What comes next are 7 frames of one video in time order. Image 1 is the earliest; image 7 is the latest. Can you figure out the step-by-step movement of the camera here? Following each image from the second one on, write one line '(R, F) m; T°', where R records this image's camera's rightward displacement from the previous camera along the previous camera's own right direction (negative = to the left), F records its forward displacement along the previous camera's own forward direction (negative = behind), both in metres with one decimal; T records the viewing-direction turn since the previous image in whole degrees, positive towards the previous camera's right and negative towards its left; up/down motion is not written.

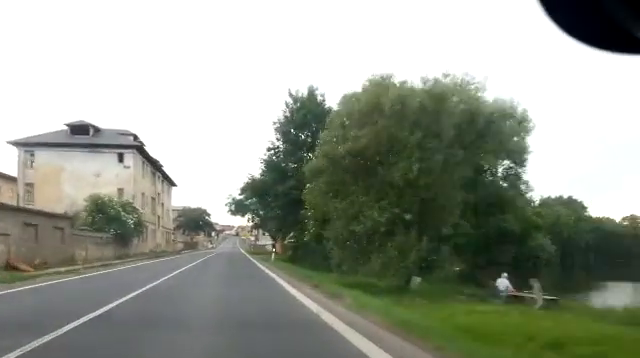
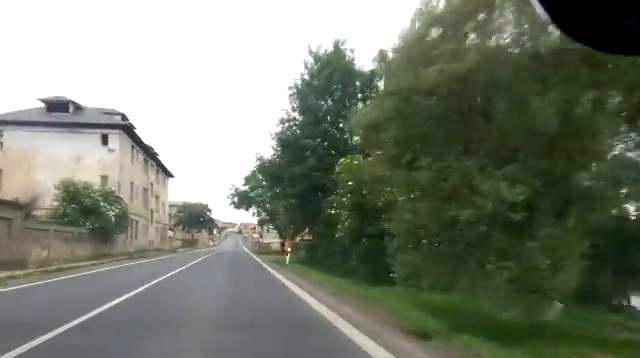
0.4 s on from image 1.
(-0.4, +7.7) m; -2°
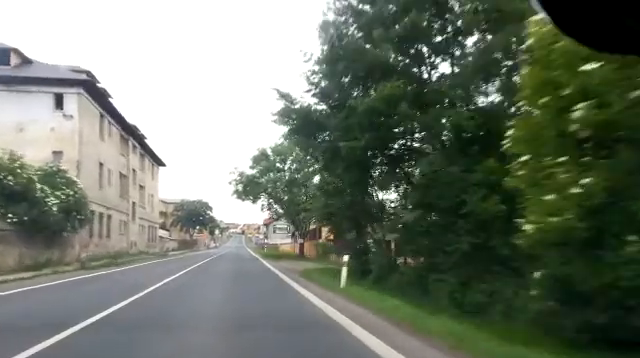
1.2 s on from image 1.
(-0.4, +13.1) m; -1°
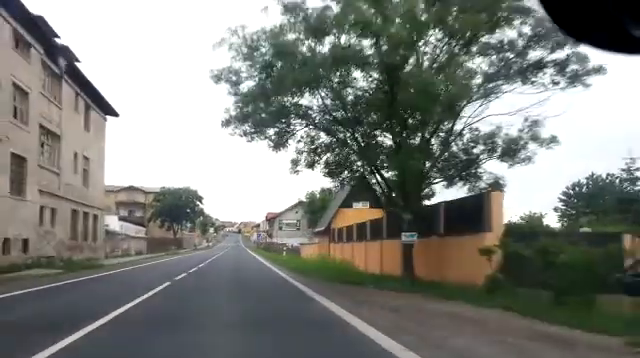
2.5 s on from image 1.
(+0.2, +24.7) m; +1°
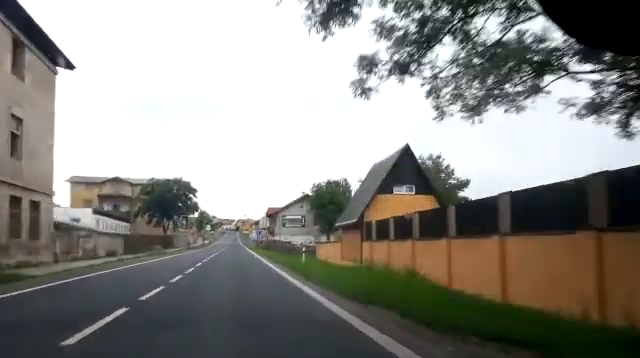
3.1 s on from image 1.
(+0.1, +10.4) m; 0°
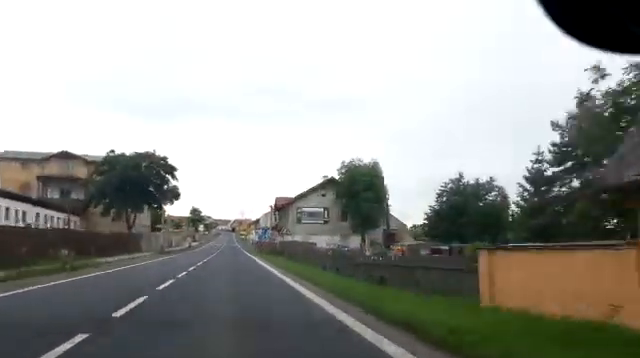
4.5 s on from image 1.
(-0.1, +25.3) m; -1°
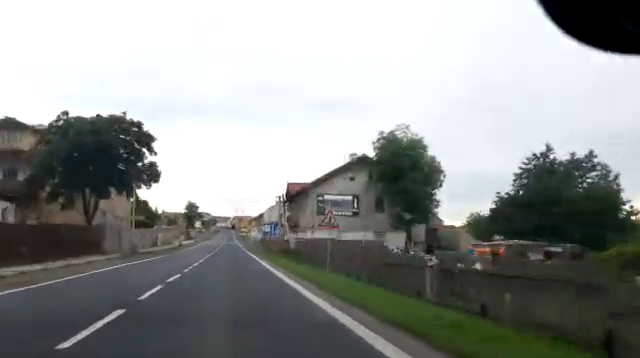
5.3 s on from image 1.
(-0.1, +16.0) m; -1°
